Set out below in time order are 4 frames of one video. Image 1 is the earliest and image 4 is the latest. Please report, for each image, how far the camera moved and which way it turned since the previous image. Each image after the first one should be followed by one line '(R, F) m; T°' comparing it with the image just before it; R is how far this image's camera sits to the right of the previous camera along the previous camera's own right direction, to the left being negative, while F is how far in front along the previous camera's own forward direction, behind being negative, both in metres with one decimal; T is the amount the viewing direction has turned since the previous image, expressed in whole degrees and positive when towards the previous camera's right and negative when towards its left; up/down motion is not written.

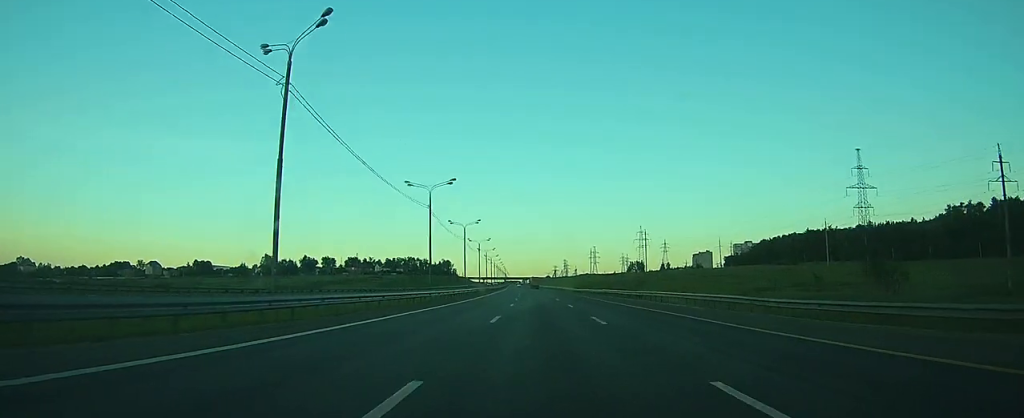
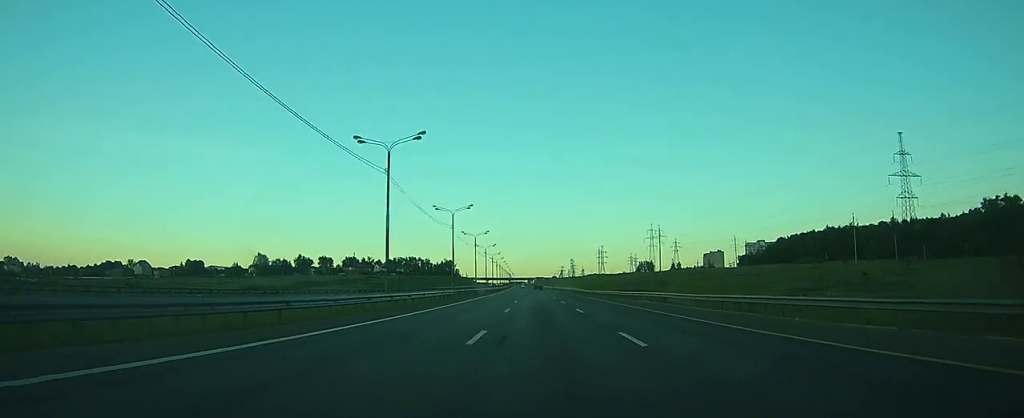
(-0.1, +23.0) m; -1°
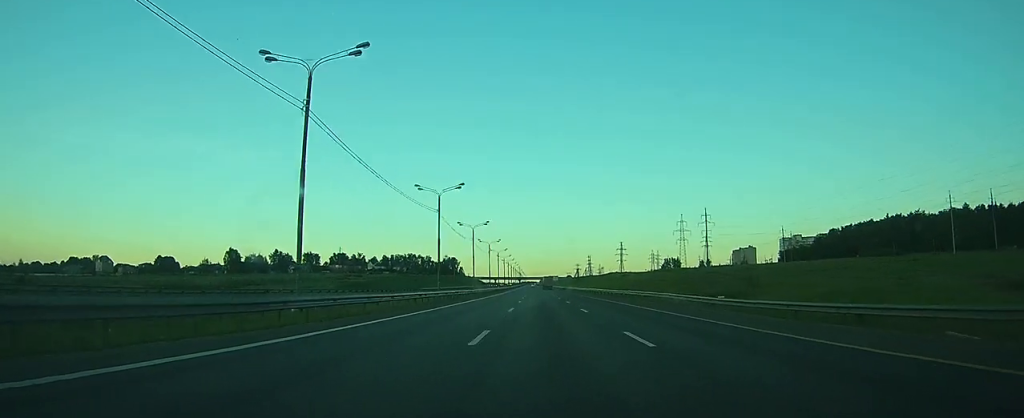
(-1.2, +64.6) m; -2°
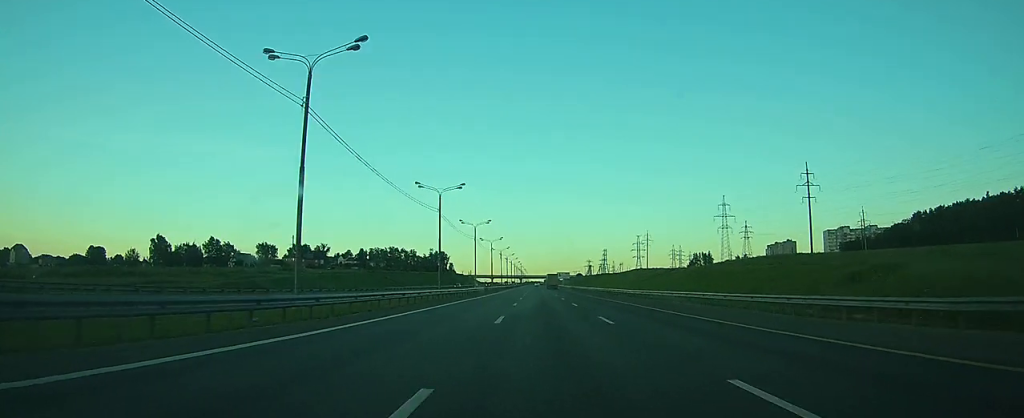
(-0.6, +89.2) m; 0°
